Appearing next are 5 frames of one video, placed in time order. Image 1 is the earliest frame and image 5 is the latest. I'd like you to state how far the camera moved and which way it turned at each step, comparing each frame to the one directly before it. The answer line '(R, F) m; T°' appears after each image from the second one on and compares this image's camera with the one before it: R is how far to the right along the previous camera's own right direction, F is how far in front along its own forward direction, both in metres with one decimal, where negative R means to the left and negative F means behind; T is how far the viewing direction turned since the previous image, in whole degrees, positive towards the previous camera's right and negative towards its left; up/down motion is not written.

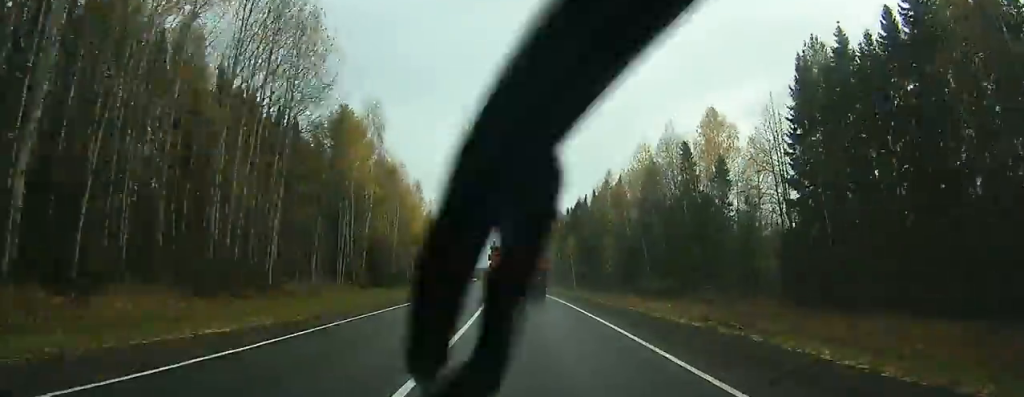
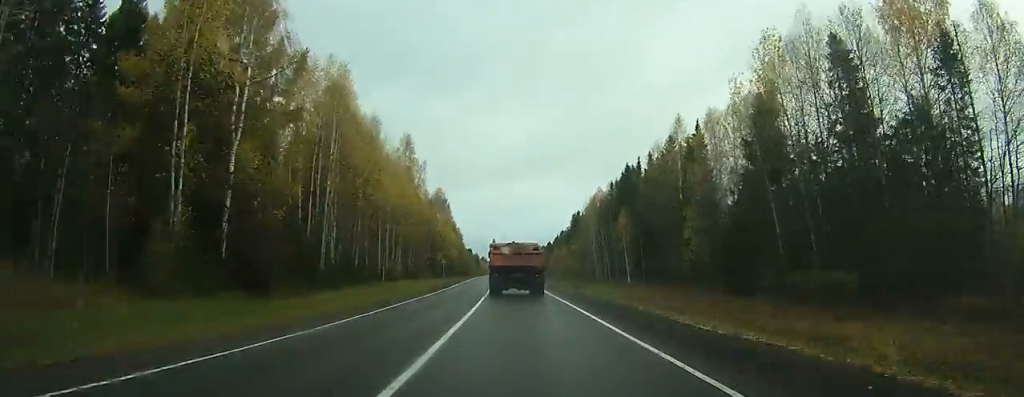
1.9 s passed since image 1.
(-0.7, +40.1) m; -1°
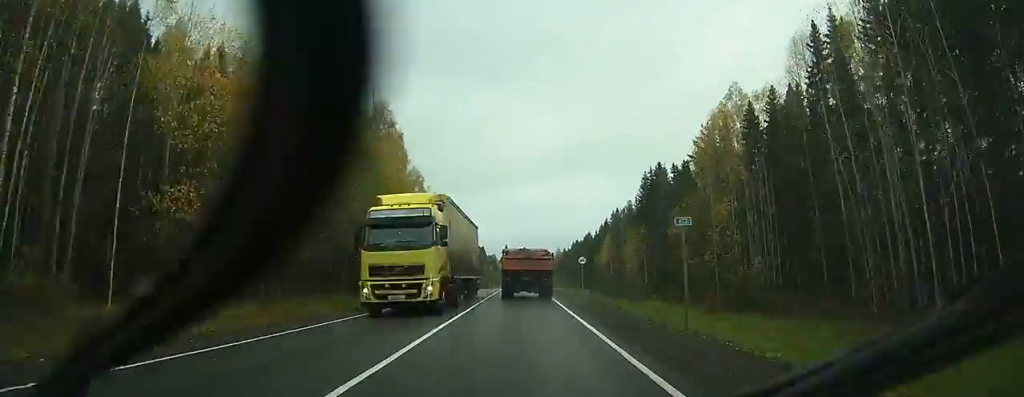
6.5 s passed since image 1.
(-2.2, +94.4) m; -3°
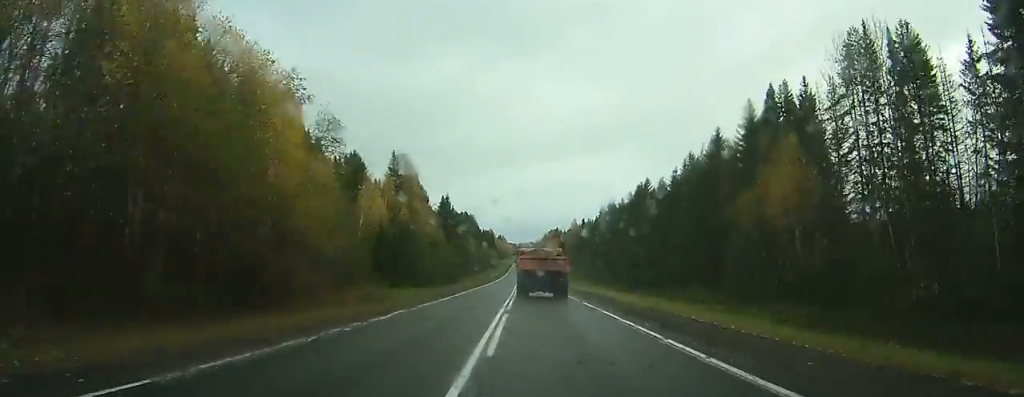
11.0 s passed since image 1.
(-0.8, +95.2) m; 0°
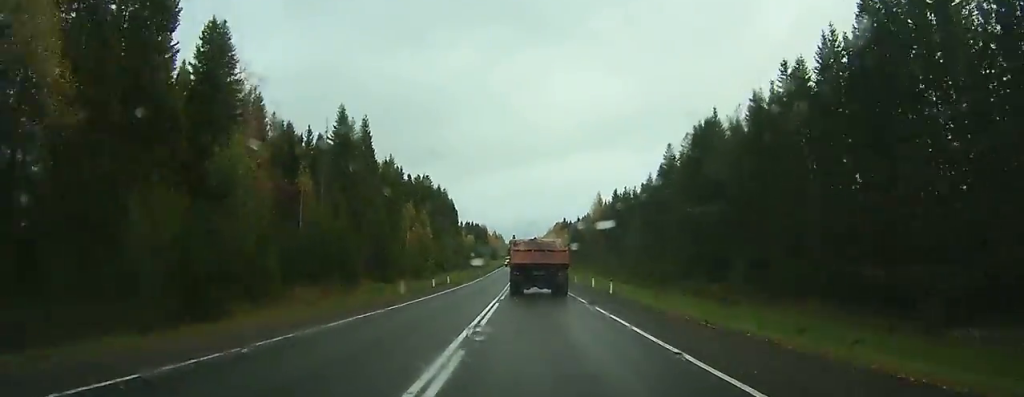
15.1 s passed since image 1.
(+0.3, +92.8) m; 0°
